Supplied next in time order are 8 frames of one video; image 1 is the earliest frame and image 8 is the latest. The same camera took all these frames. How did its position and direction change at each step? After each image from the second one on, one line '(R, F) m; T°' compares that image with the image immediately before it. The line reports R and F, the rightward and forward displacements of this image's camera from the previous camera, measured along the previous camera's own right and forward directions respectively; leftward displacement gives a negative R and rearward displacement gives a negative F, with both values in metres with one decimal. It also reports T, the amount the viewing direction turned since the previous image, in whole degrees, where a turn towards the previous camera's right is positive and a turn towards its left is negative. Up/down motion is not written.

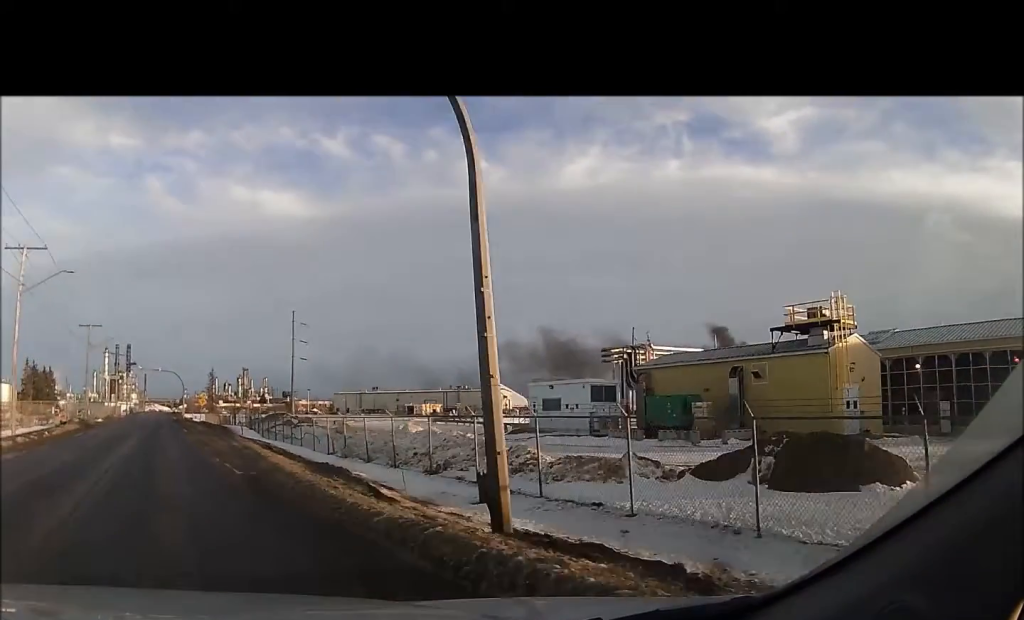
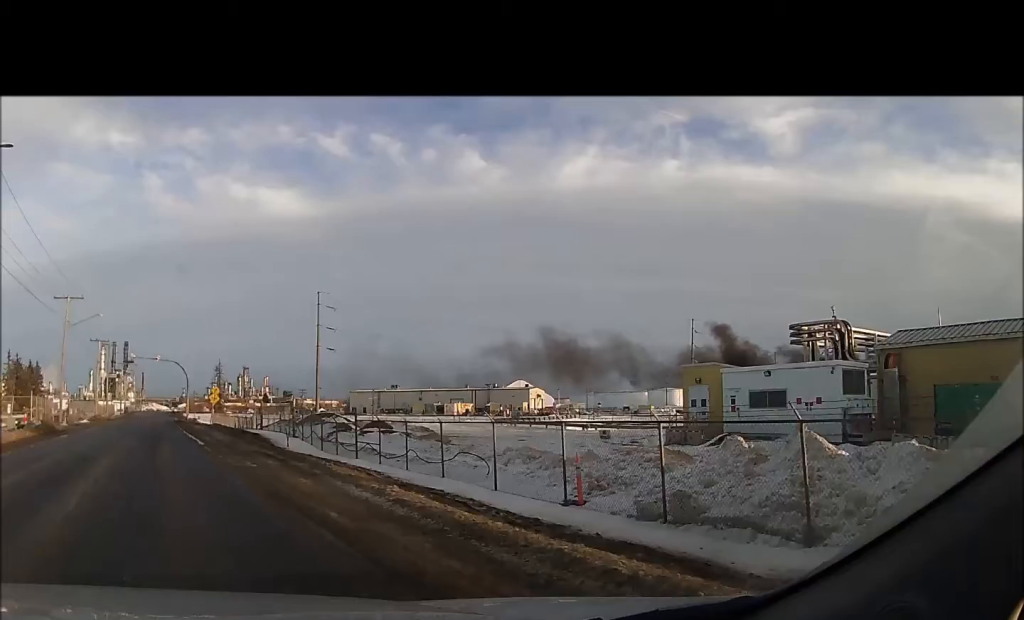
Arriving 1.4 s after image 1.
(0.0, +20.1) m; 0°
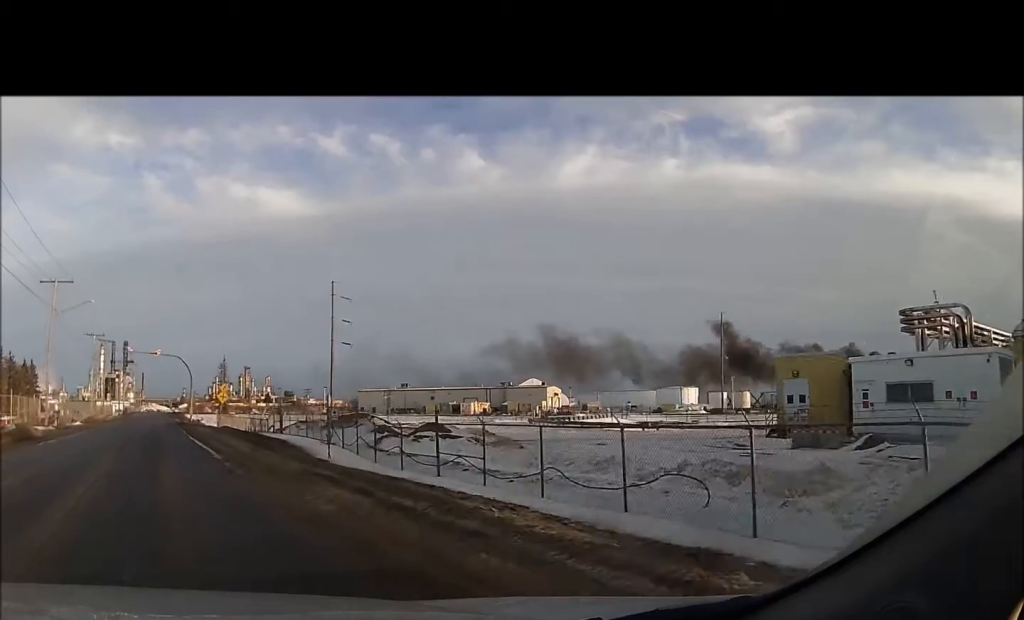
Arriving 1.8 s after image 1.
(0.0, +7.0) m; 0°
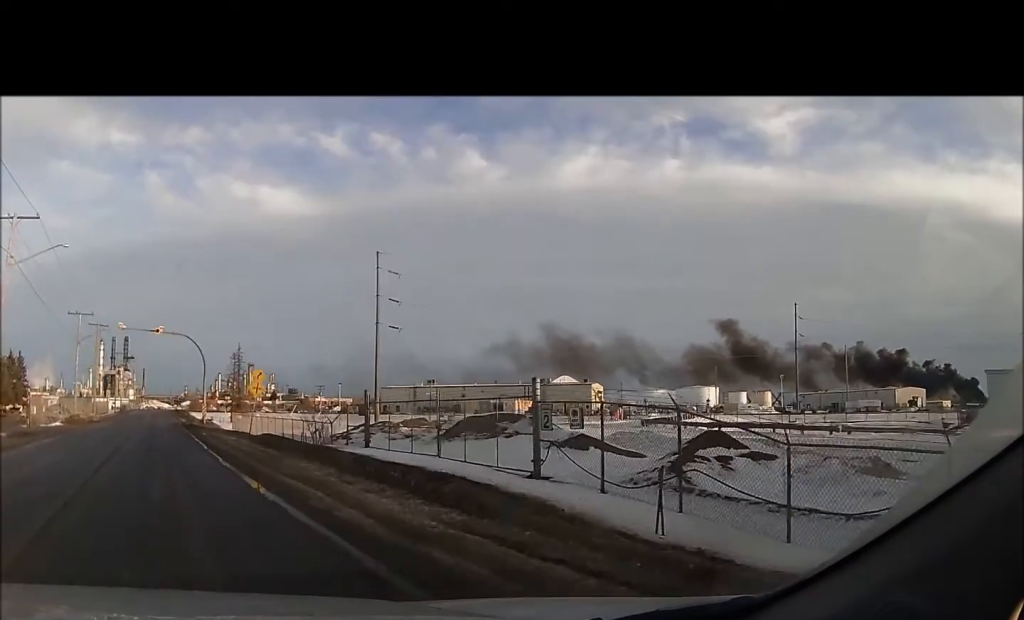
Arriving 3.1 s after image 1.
(0.0, +17.9) m; 0°
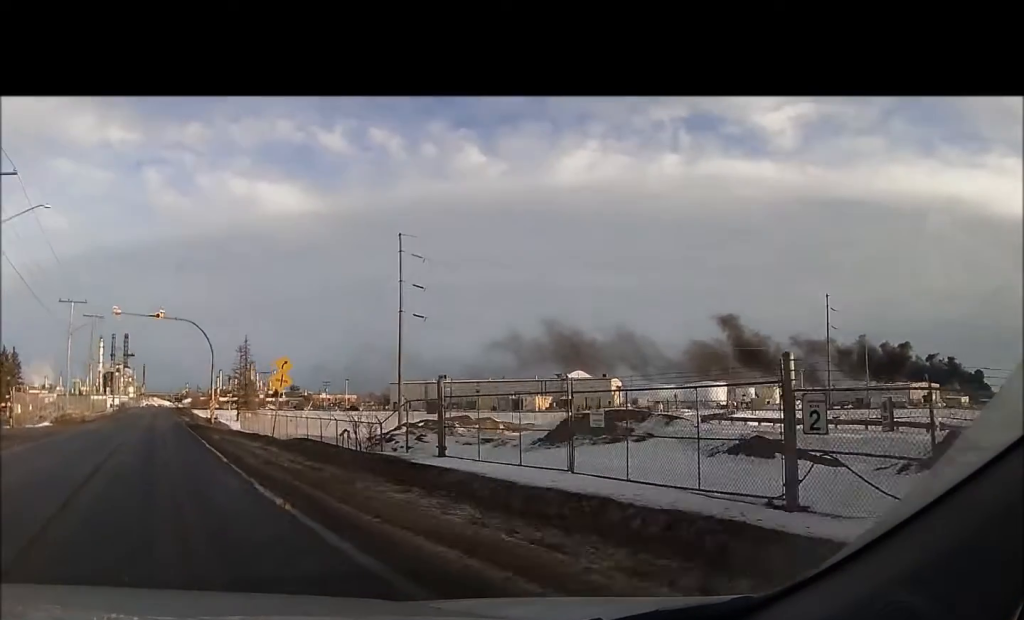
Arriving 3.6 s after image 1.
(0.0, +7.3) m; 0°
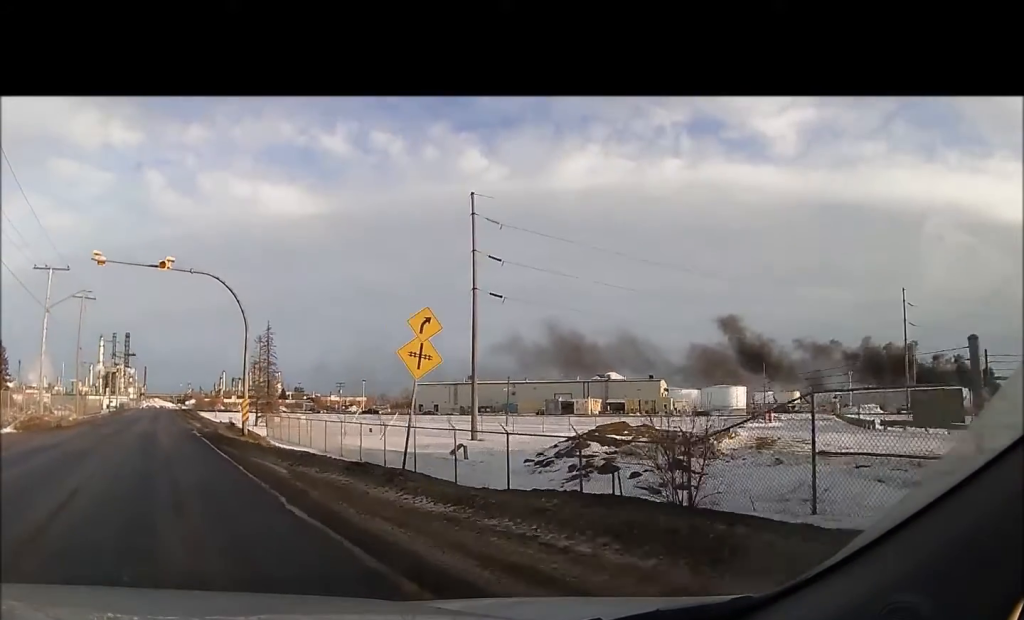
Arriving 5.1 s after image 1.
(0.0, +17.2) m; 0°
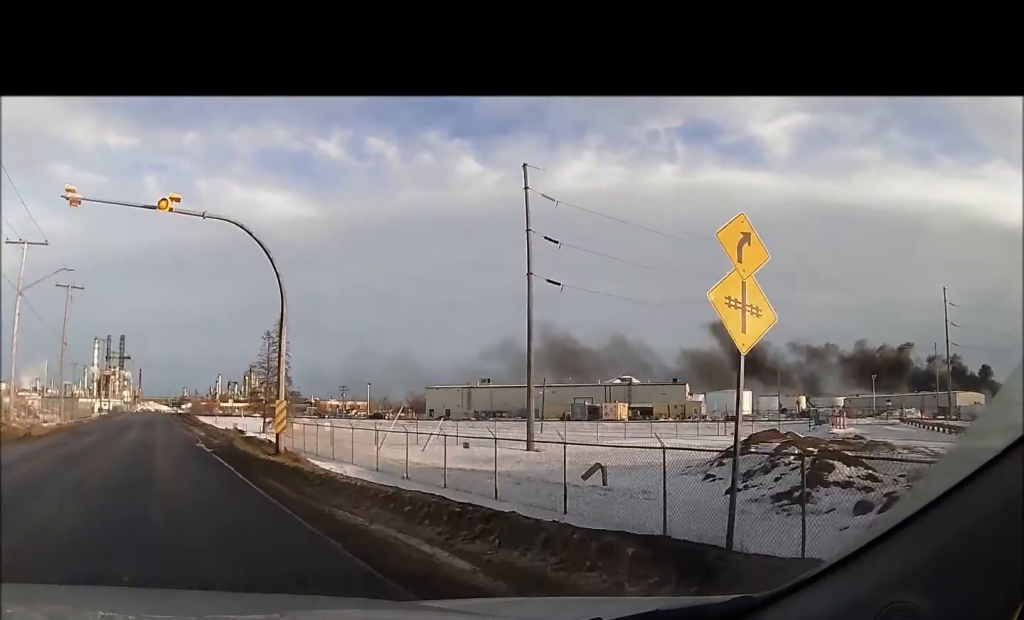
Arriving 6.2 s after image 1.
(0.0, +9.0) m; 0°
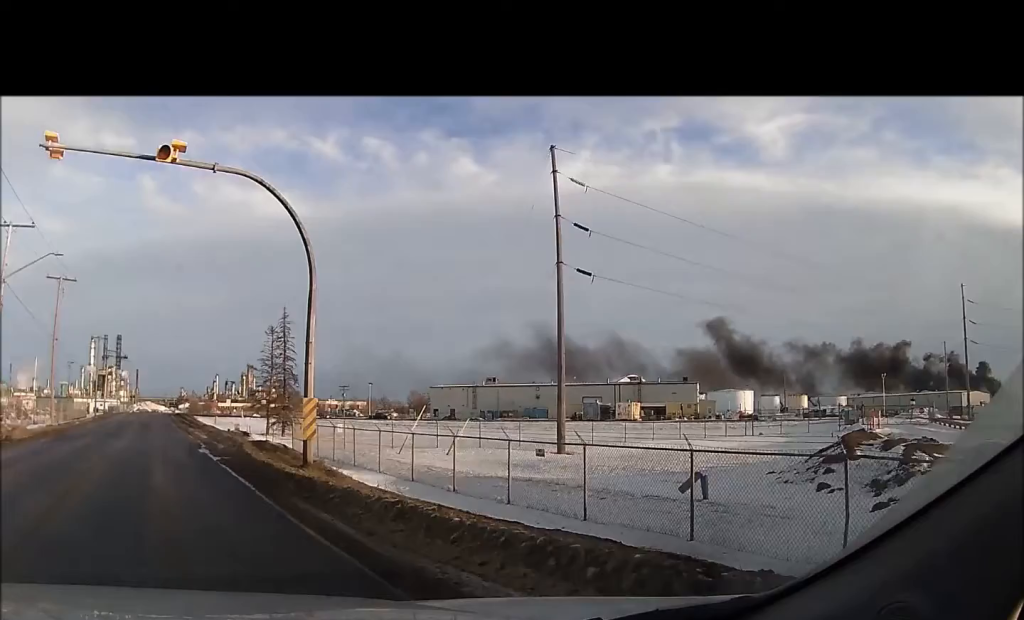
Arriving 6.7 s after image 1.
(0.0, +4.0) m; 0°
